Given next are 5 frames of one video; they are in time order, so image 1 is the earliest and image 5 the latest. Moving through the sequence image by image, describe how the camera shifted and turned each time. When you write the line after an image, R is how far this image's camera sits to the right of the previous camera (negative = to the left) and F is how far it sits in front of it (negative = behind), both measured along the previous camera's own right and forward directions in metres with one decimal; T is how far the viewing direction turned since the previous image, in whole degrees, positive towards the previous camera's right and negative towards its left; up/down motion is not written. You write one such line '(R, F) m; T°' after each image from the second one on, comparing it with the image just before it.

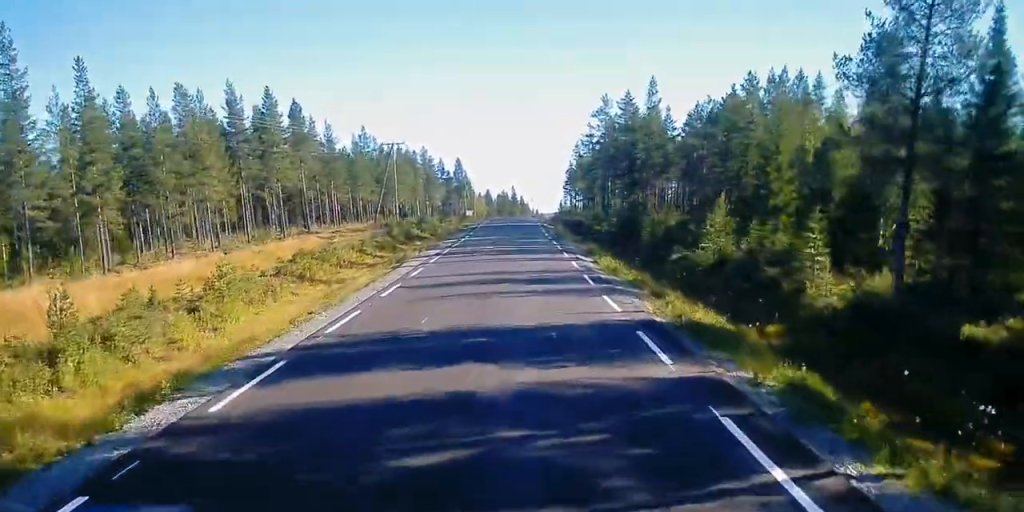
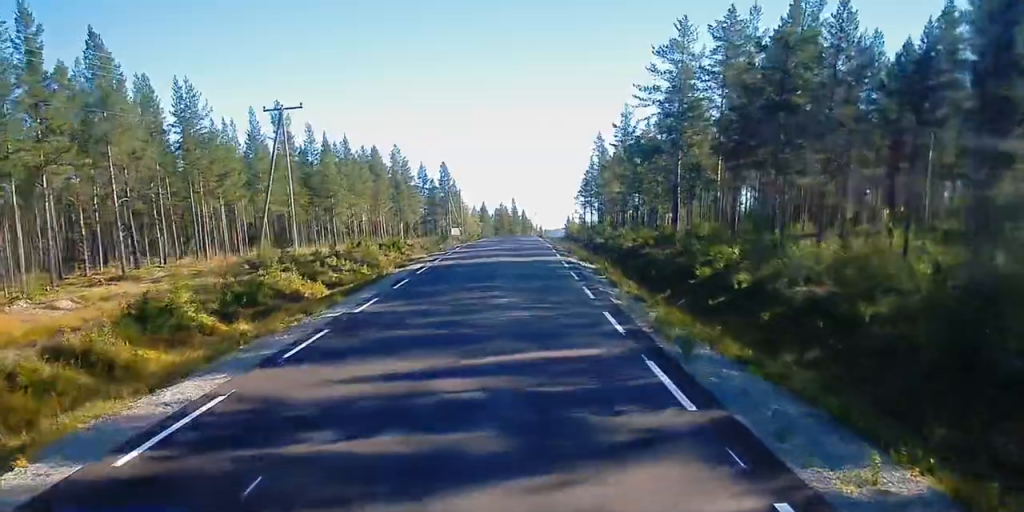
(+0.5, +44.0) m; +1°
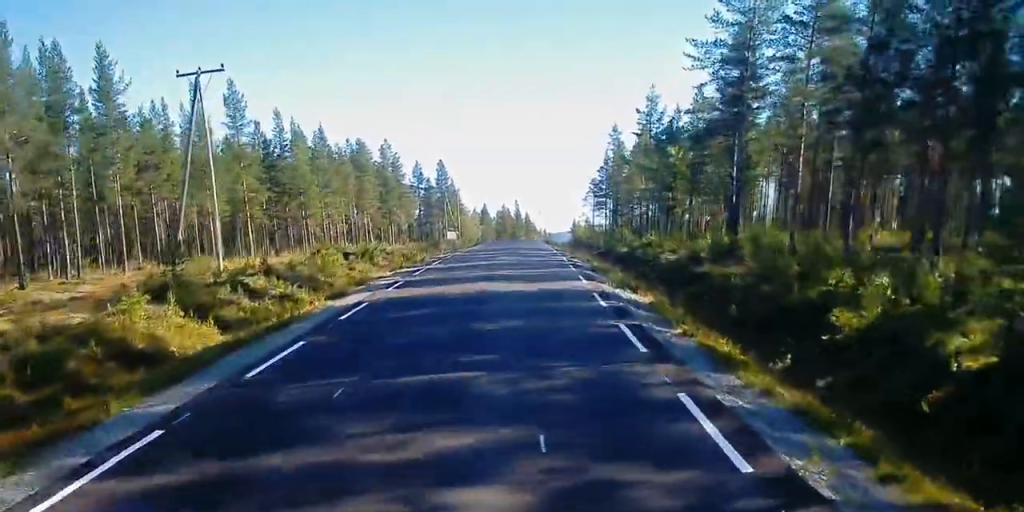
(-0.2, +14.0) m; 0°
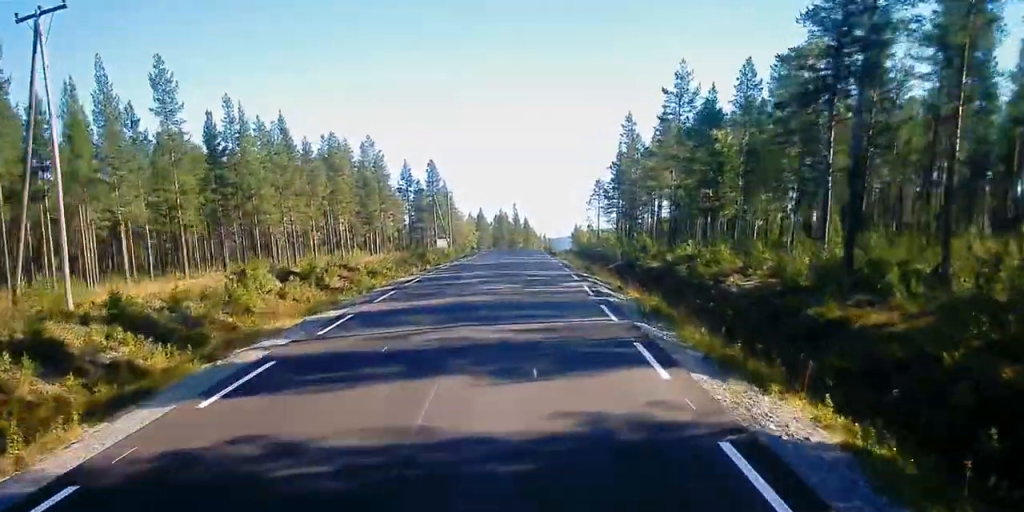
(+0.1, +13.9) m; 0°
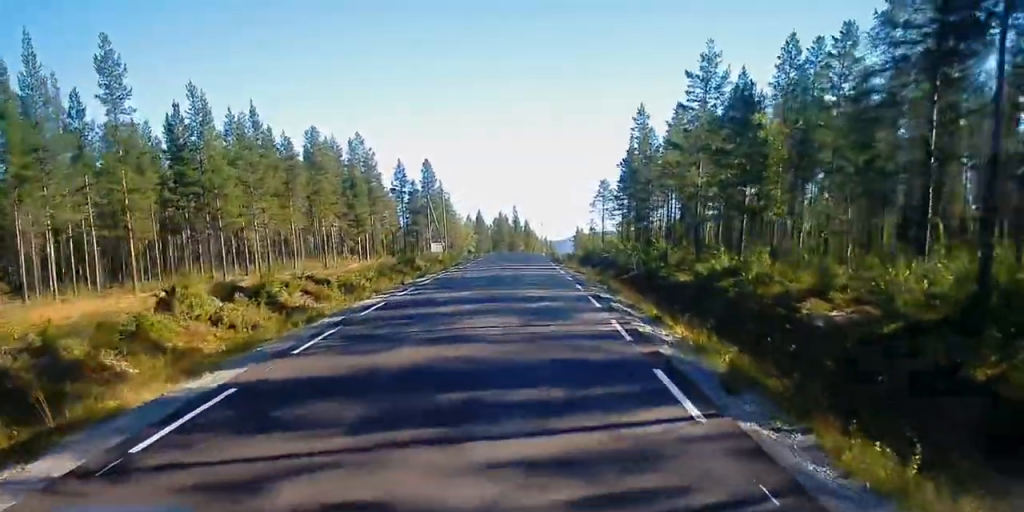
(0.0, +7.8) m; -1°
